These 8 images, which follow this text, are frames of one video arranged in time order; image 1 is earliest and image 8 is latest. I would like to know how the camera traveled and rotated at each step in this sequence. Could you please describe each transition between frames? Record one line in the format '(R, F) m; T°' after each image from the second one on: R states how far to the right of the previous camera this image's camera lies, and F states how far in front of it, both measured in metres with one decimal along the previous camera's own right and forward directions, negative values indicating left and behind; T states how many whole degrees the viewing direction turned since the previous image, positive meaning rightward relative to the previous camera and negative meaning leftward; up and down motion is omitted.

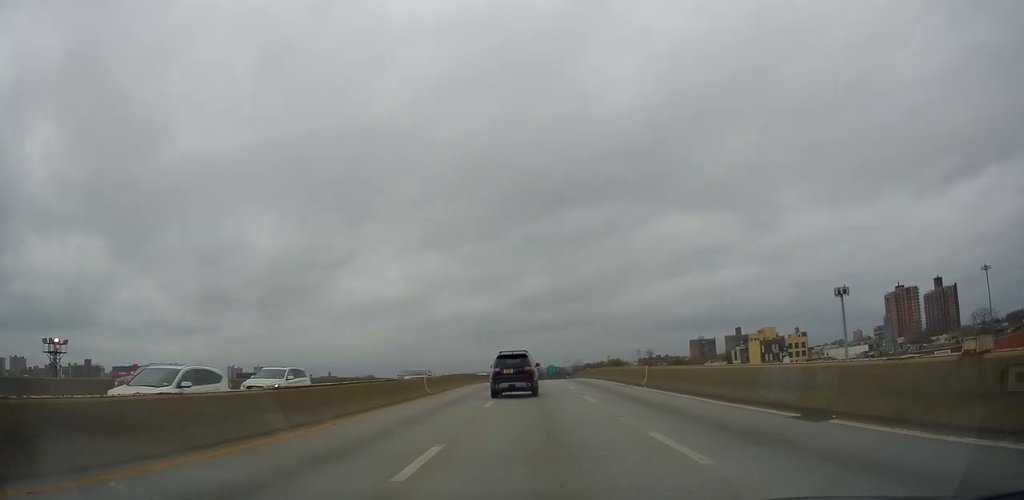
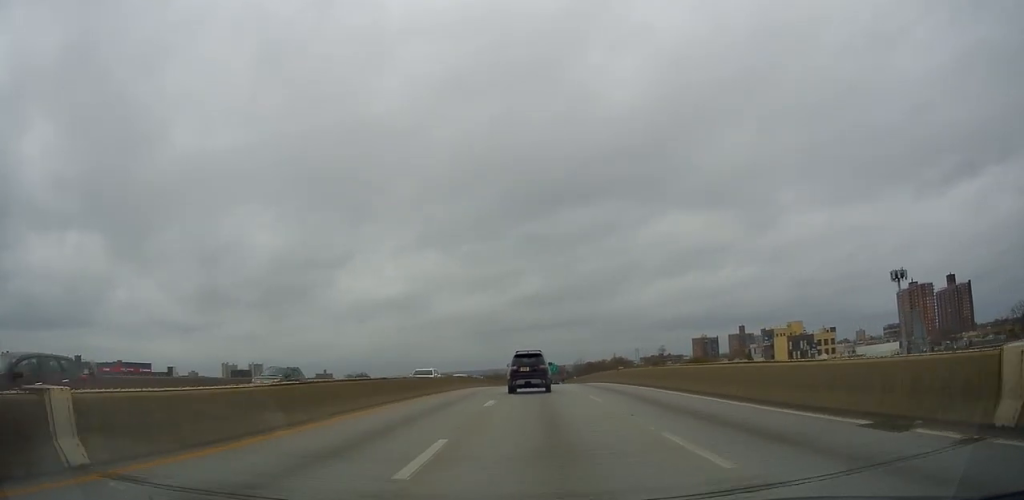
(+0.1, +24.7) m; 0°
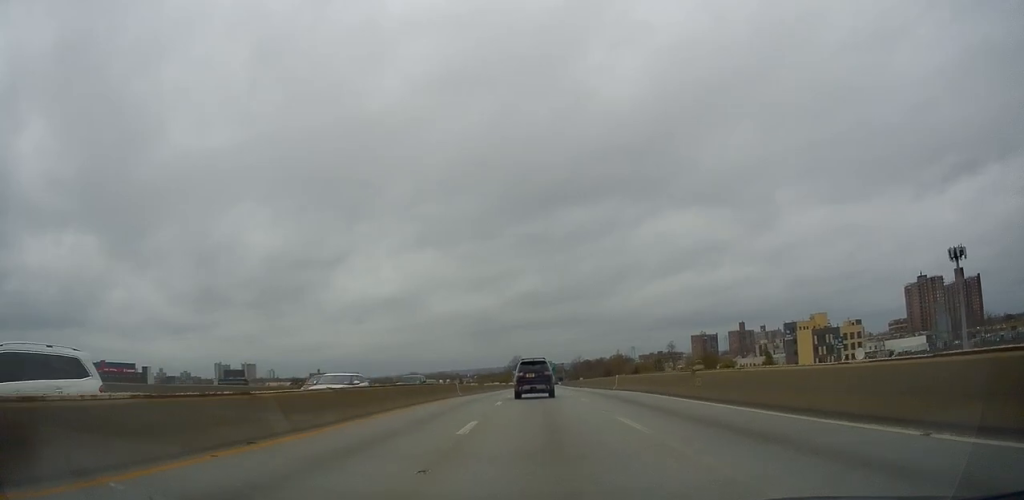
(0.0, +20.5) m; 0°
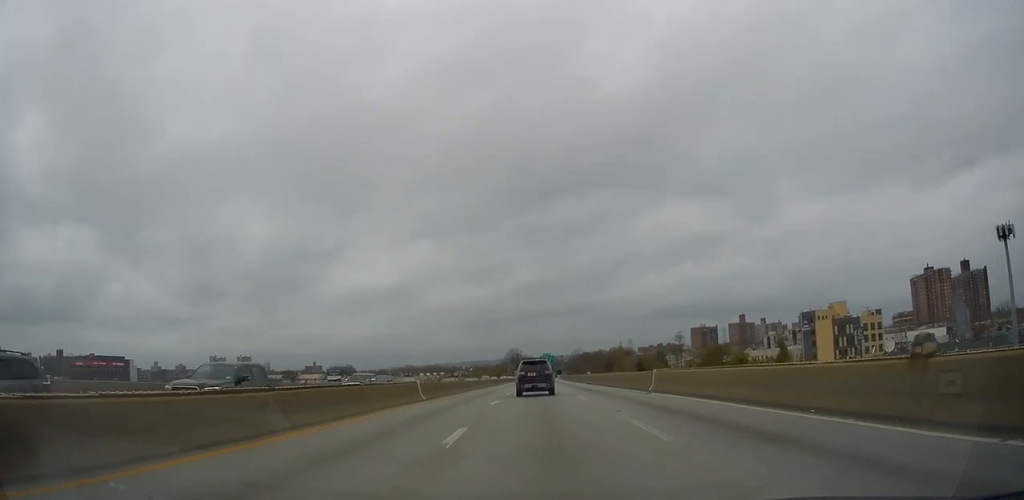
(-0.1, +13.7) m; +1°
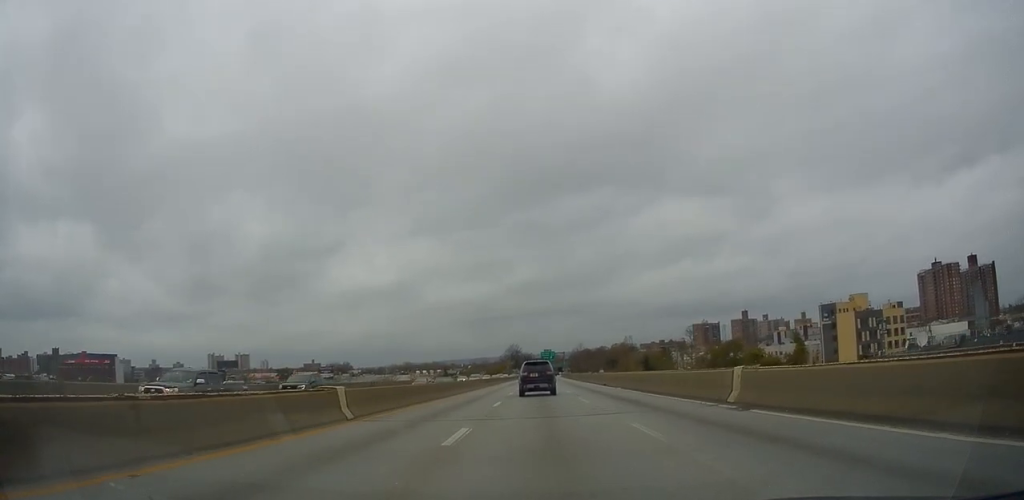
(+0.1, +12.0) m; +1°
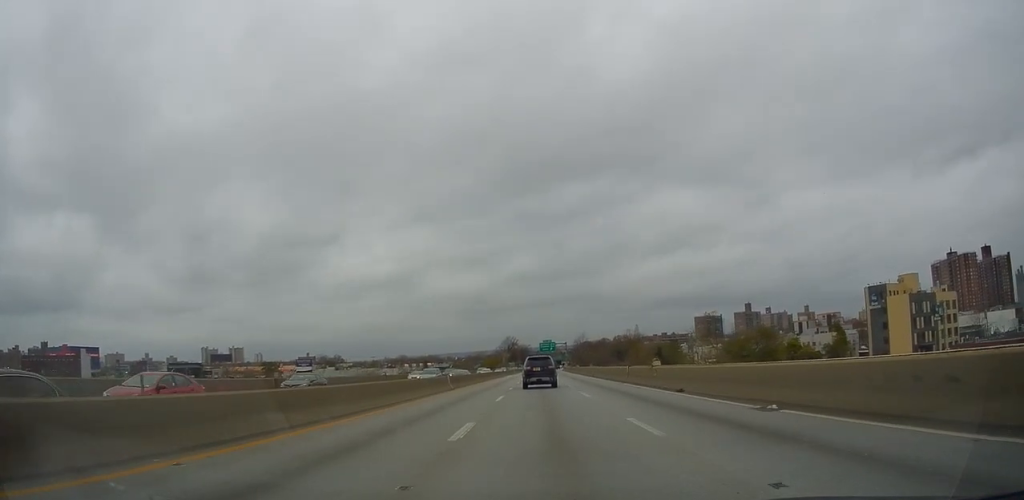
(+0.3, +24.7) m; 0°
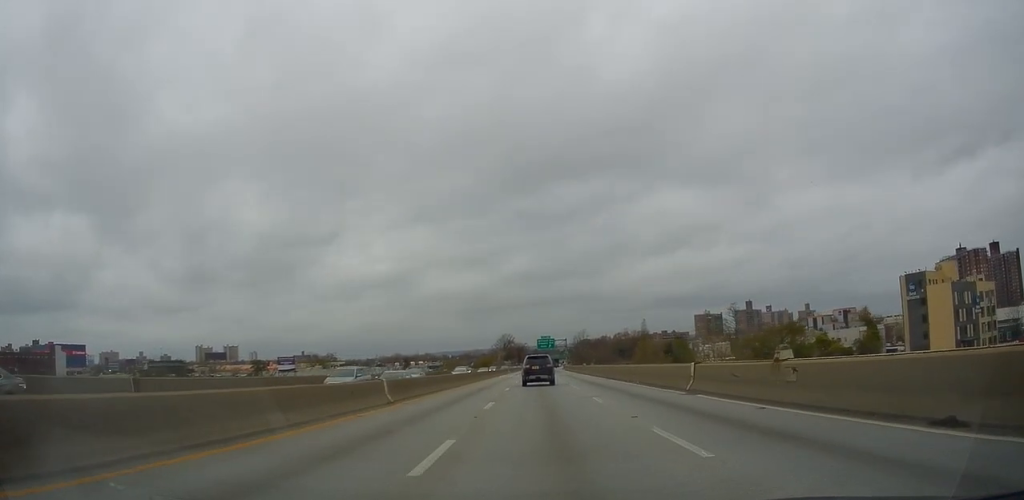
(+0.1, +15.7) m; -1°
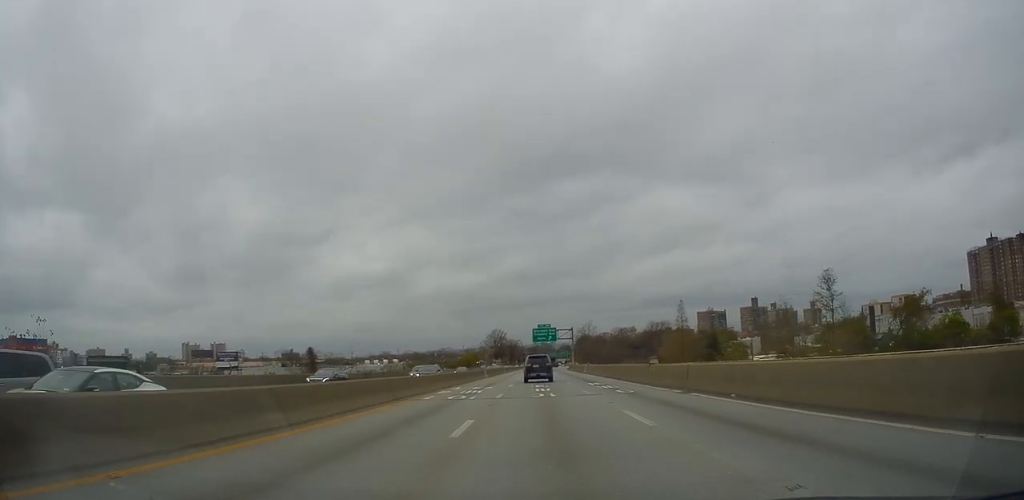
(-0.1, +44.7) m; +1°
